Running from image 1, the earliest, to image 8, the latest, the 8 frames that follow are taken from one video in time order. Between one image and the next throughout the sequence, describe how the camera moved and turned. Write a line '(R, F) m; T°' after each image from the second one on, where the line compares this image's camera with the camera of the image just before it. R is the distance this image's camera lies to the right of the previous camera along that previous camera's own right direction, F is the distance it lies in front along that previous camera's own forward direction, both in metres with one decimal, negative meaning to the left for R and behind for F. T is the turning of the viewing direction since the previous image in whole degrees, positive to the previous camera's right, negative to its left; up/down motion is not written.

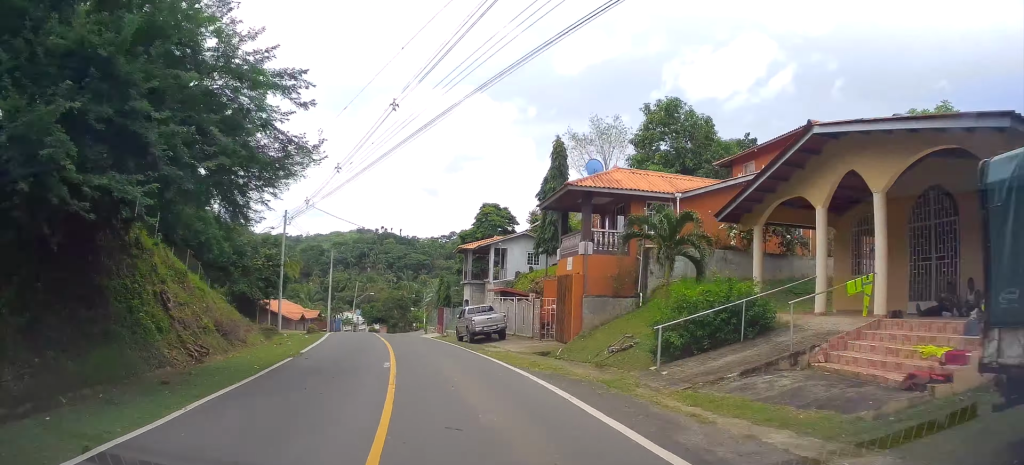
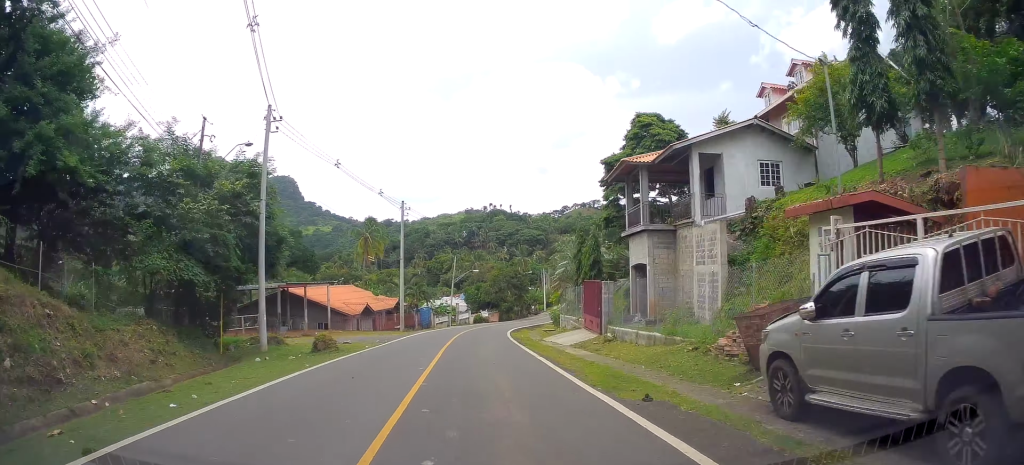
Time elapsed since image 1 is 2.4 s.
(-3.0, +25.2) m; -11°
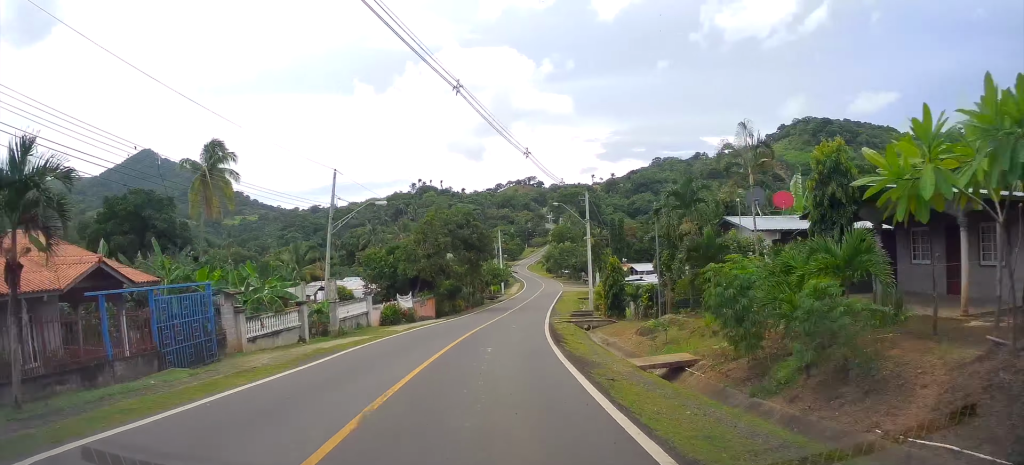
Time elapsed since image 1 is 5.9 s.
(-3.7, +42.8) m; -3°
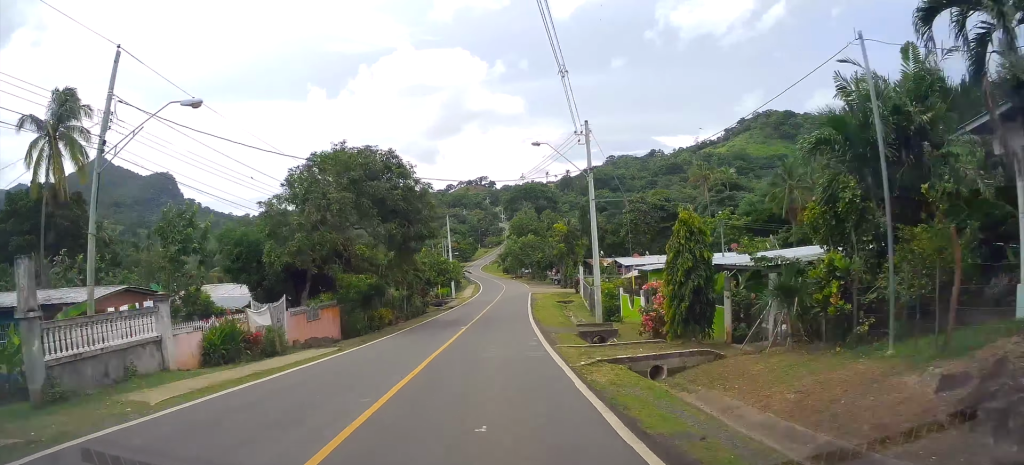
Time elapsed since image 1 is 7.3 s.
(+0.6, +18.4) m; +3°
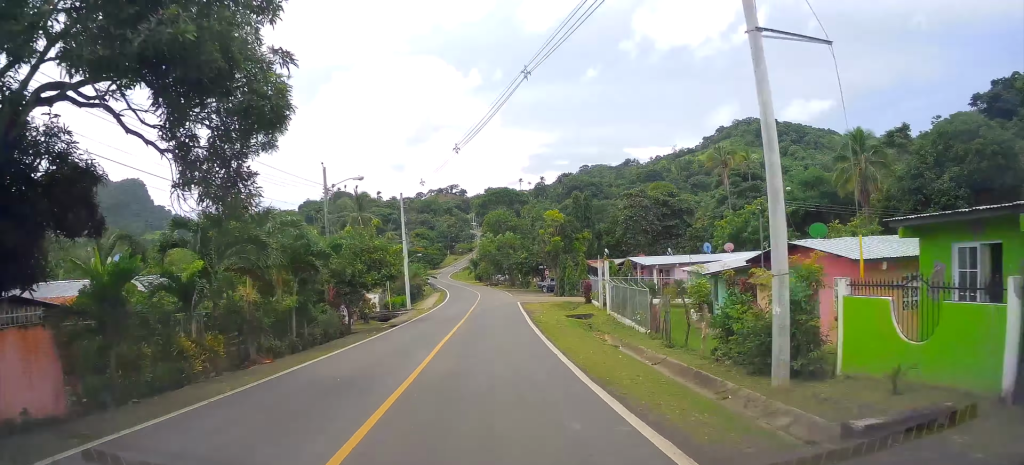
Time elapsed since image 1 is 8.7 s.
(+0.6, +19.1) m; +3°
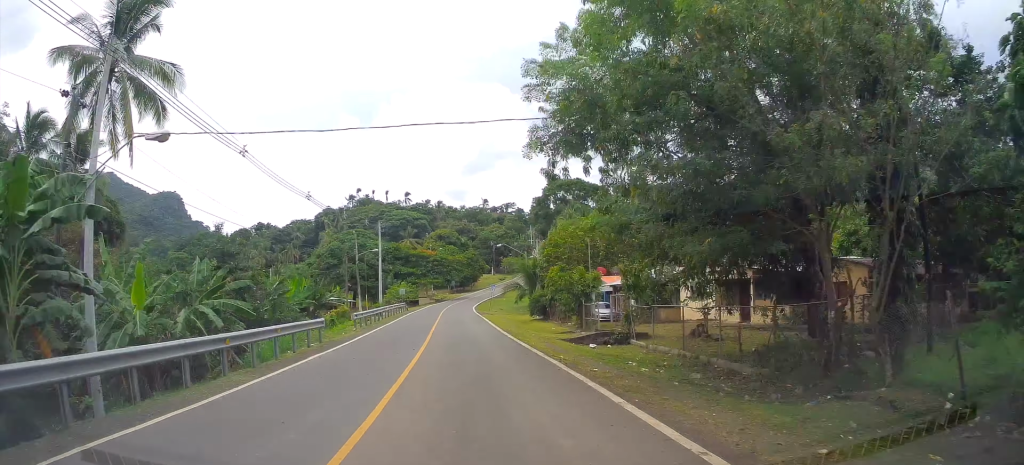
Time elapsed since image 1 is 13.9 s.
(+4.0, +77.5) m; +1°
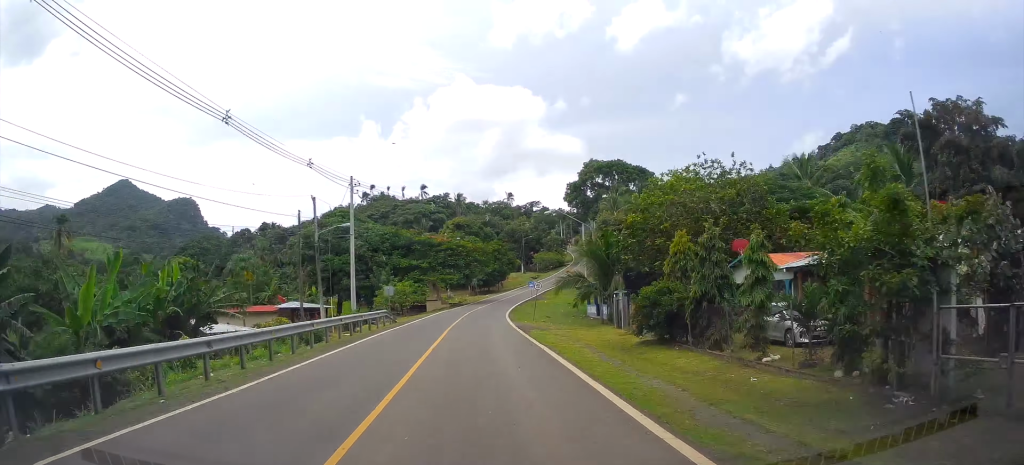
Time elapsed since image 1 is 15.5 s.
(-1.3, +24.7) m; -2°
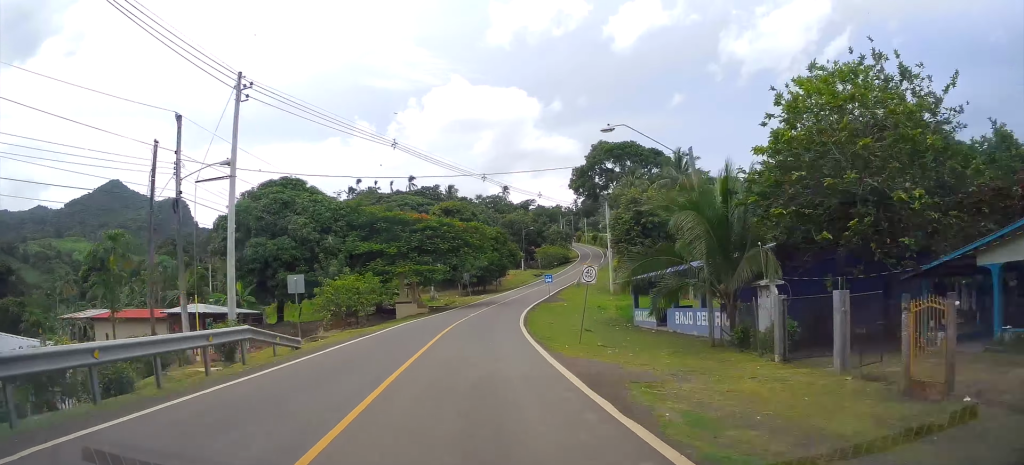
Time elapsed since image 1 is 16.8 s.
(-0.3, +18.4) m; -1°
